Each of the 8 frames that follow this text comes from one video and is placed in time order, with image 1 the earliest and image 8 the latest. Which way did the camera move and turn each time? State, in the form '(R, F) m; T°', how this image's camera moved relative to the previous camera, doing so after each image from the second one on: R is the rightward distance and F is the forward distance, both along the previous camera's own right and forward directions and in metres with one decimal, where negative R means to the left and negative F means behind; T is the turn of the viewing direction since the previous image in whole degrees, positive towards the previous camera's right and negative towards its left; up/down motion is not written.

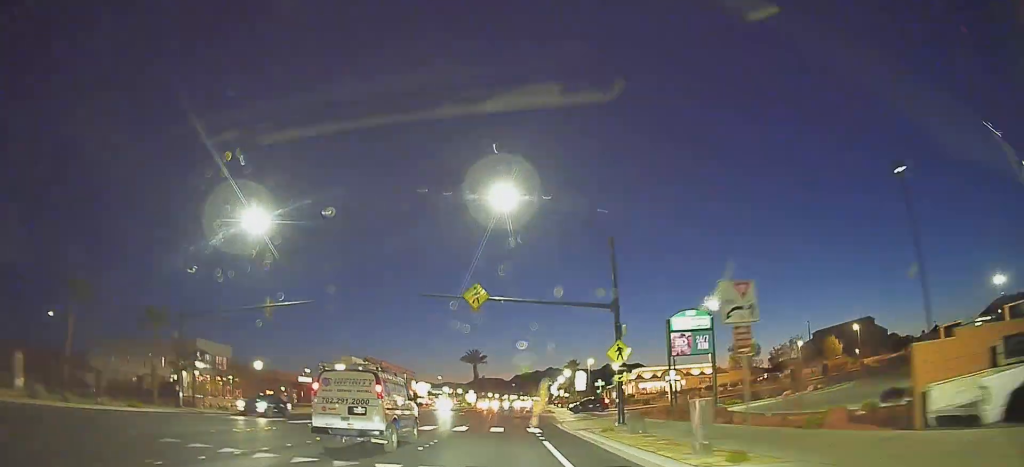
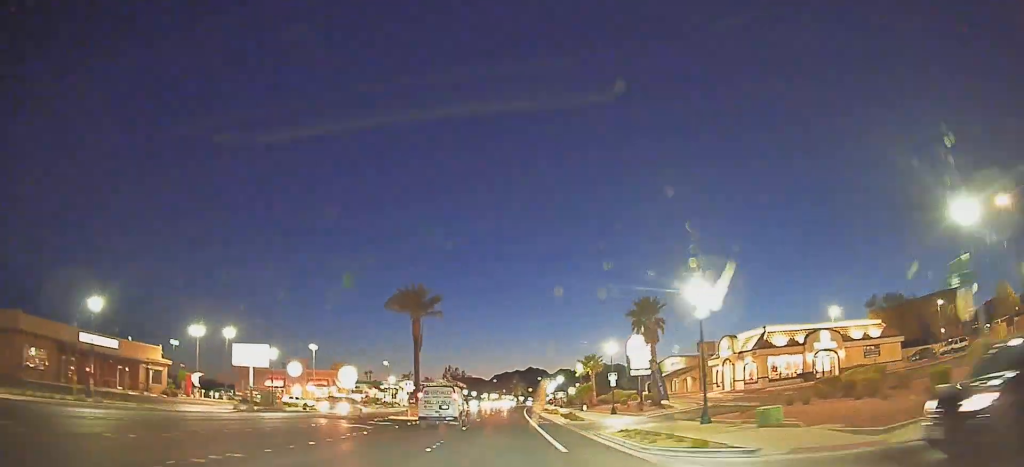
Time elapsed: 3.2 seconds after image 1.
(+0.9, +65.9) m; +1°
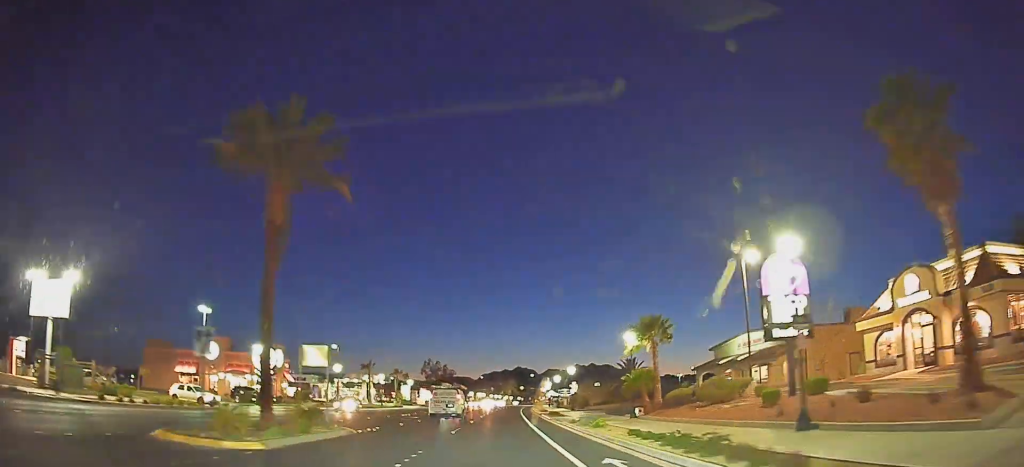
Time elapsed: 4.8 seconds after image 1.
(+0.4, +33.5) m; +1°
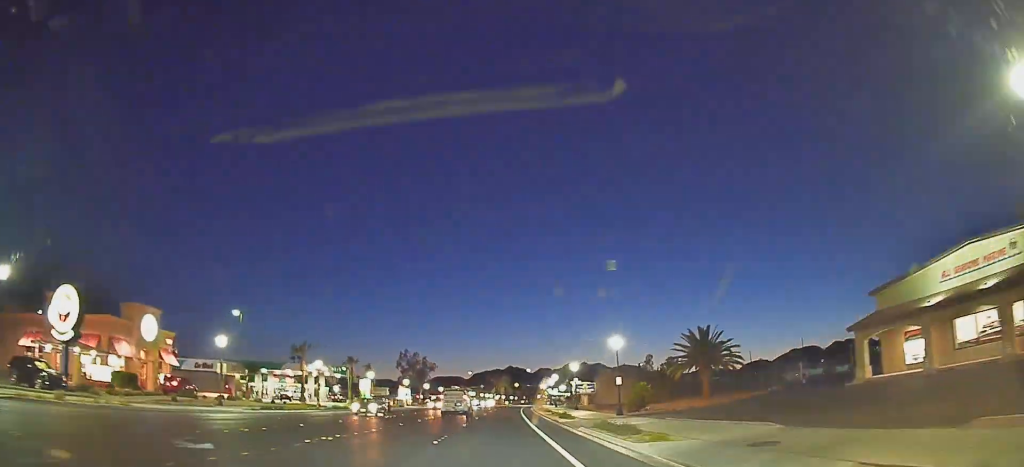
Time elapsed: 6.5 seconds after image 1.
(-0.2, +34.0) m; +2°
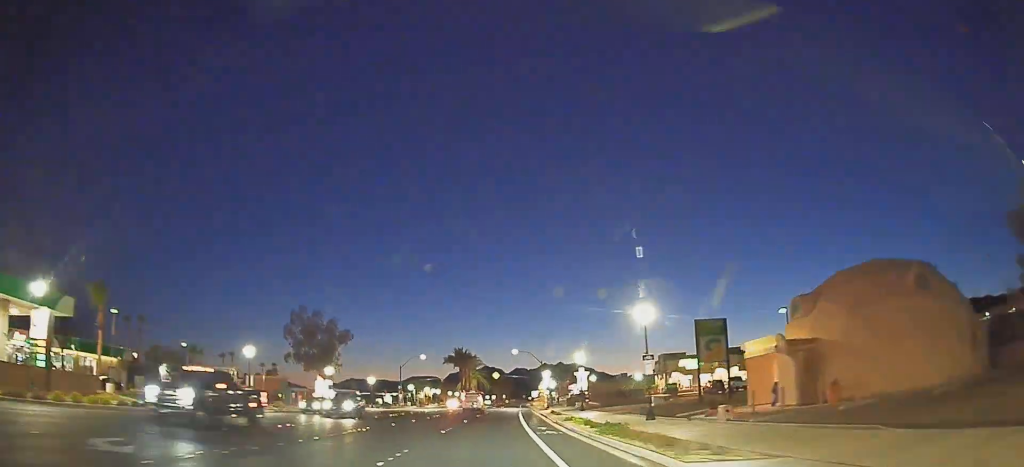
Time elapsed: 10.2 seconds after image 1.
(+3.3, +71.2) m; +3°
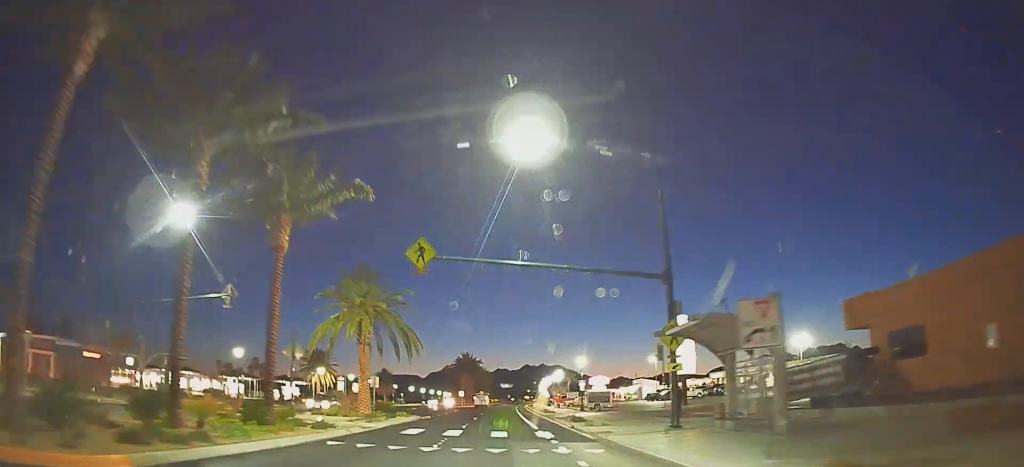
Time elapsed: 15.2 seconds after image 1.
(-0.3, +95.7) m; +3°
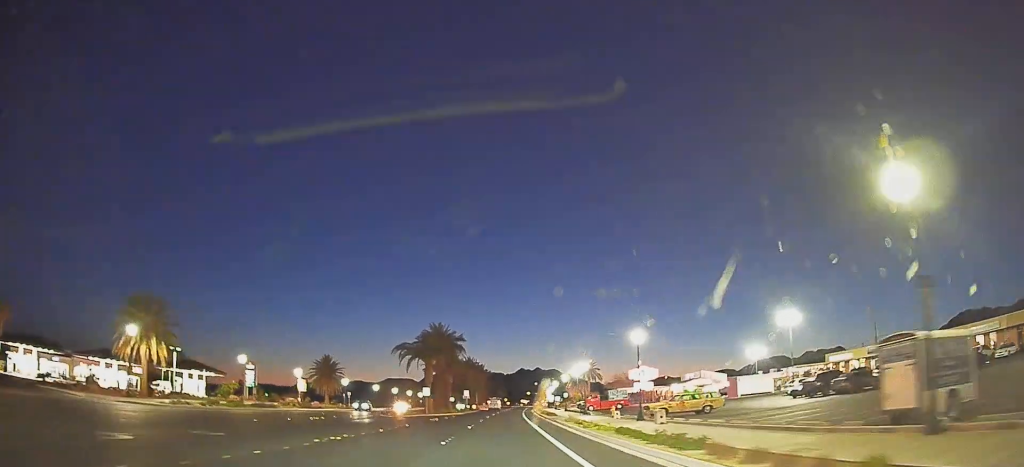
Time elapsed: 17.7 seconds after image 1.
(+1.8, +51.1) m; +3°
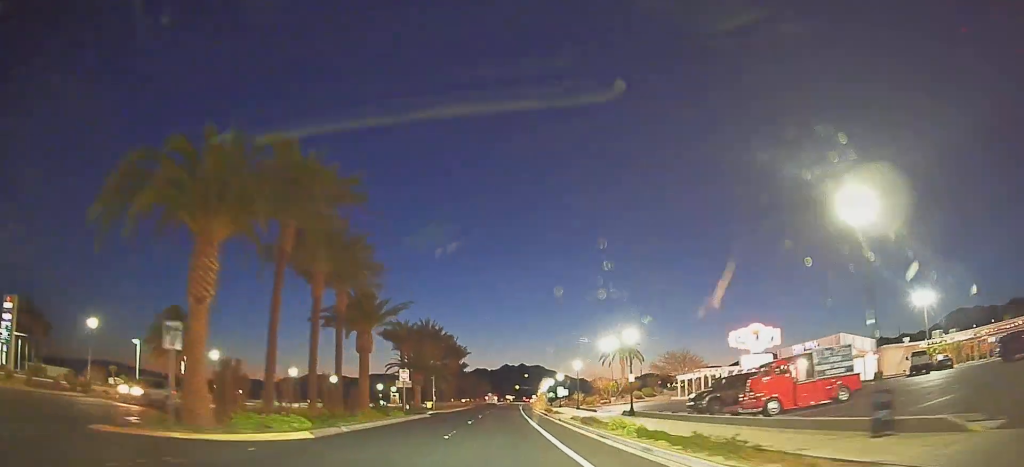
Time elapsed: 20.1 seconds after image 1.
(+2.0, +52.2) m; +1°
